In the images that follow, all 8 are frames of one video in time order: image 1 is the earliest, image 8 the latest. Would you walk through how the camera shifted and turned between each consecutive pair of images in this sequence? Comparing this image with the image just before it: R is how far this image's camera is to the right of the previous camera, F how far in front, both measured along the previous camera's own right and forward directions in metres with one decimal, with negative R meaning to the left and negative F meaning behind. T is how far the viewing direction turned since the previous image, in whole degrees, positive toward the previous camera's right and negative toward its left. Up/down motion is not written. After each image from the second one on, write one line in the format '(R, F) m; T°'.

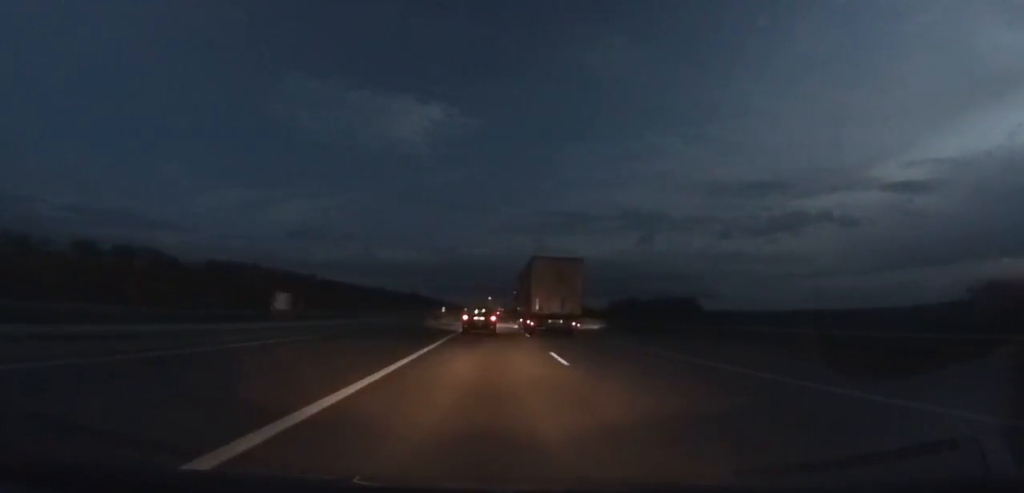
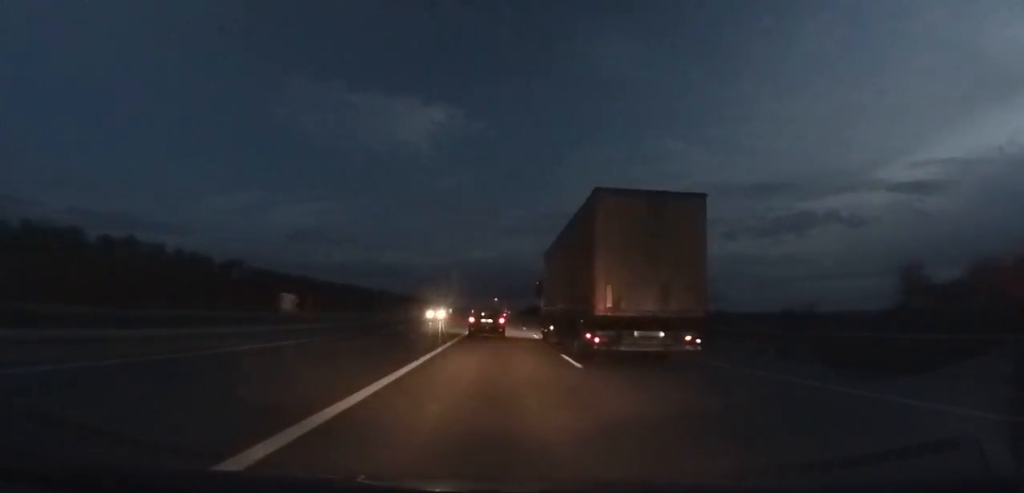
(+0.1, +80.6) m; 0°
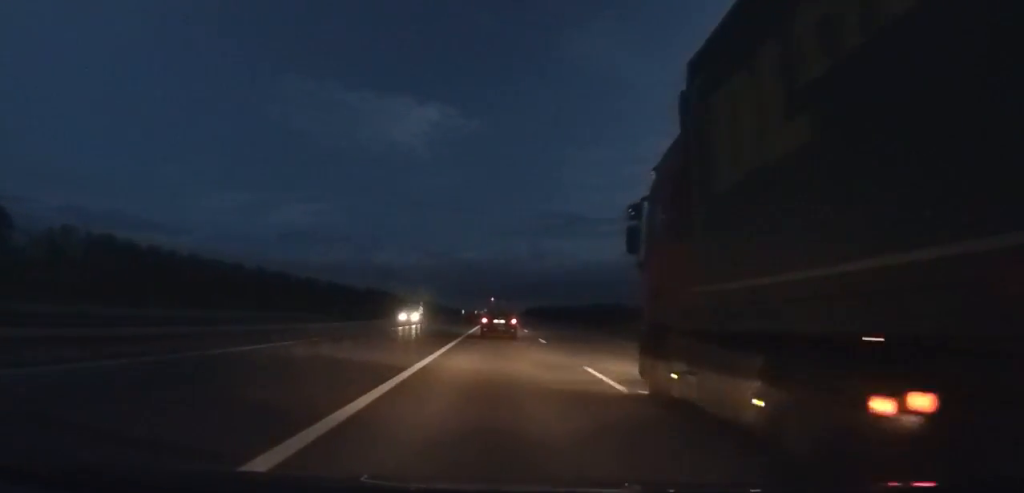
(+0.1, +100.3) m; 0°
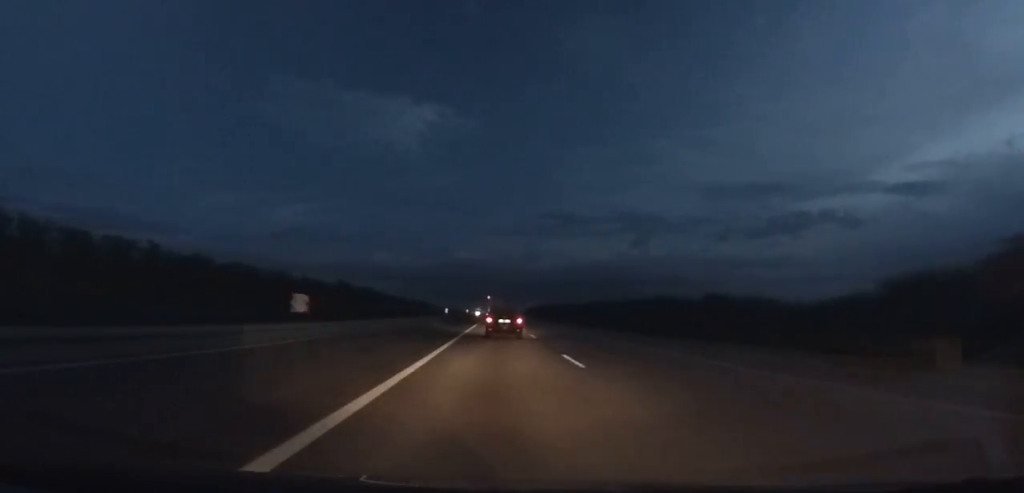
(0.0, +58.6) m; 0°
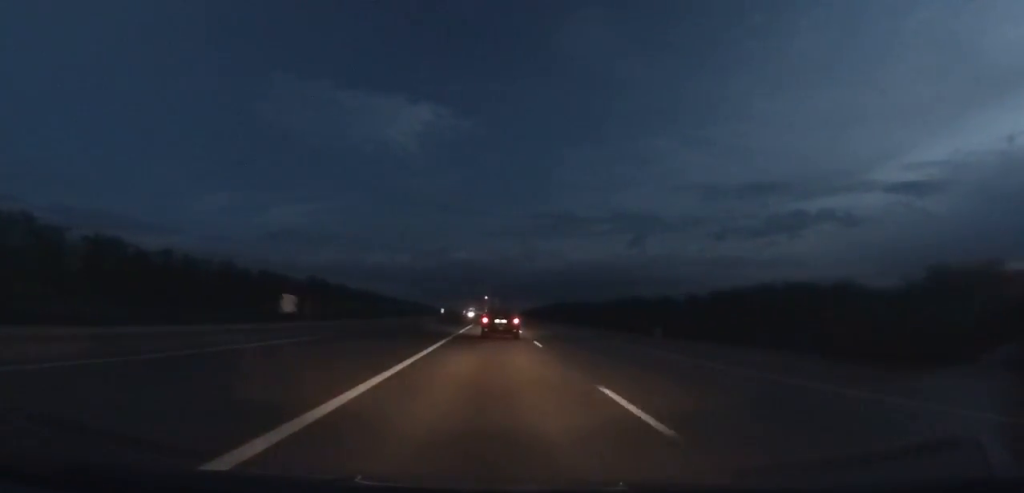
(0.0, +39.0) m; 0°
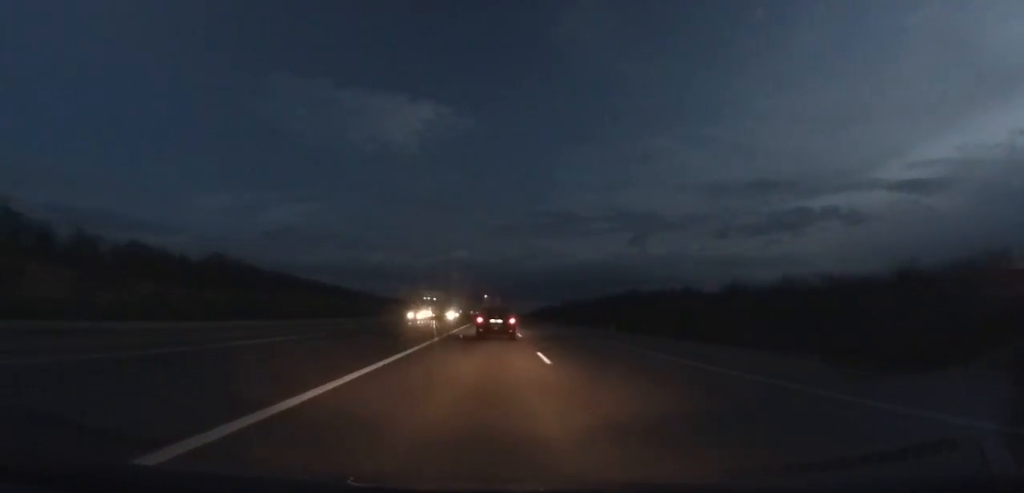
(-0.1, +85.8) m; 0°
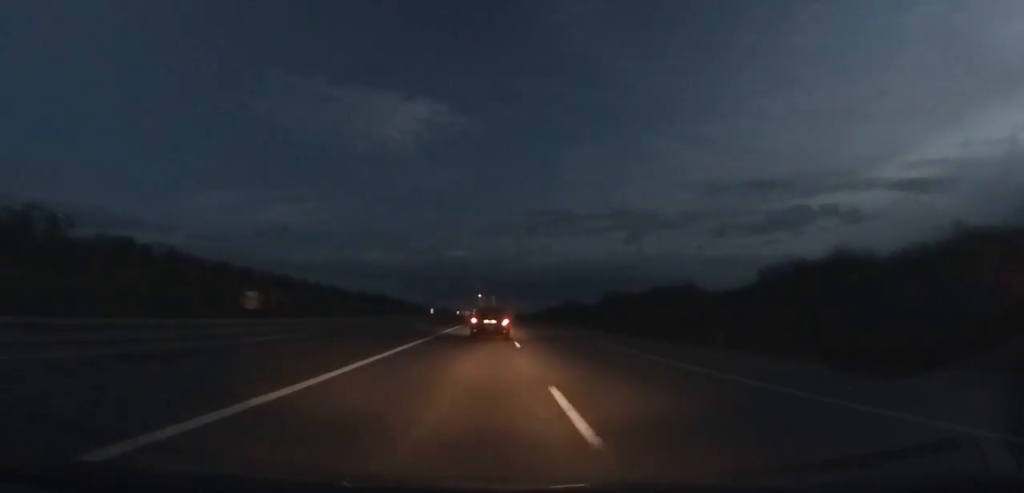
(-0.2, +74.1) m; 0°
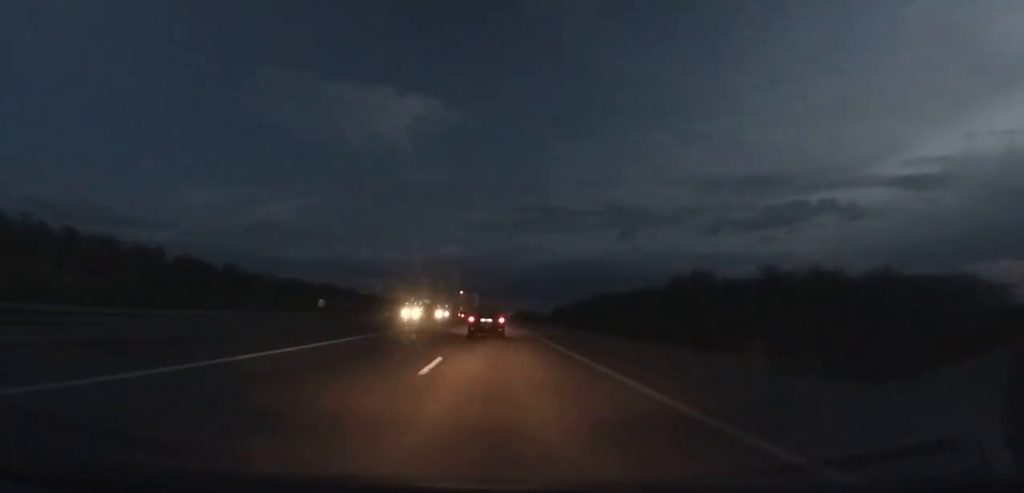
(+1.0, +106.9) m; +1°
